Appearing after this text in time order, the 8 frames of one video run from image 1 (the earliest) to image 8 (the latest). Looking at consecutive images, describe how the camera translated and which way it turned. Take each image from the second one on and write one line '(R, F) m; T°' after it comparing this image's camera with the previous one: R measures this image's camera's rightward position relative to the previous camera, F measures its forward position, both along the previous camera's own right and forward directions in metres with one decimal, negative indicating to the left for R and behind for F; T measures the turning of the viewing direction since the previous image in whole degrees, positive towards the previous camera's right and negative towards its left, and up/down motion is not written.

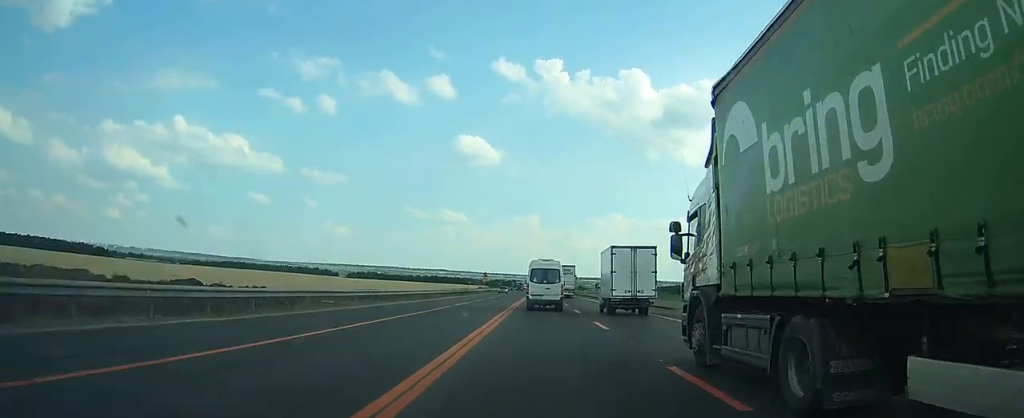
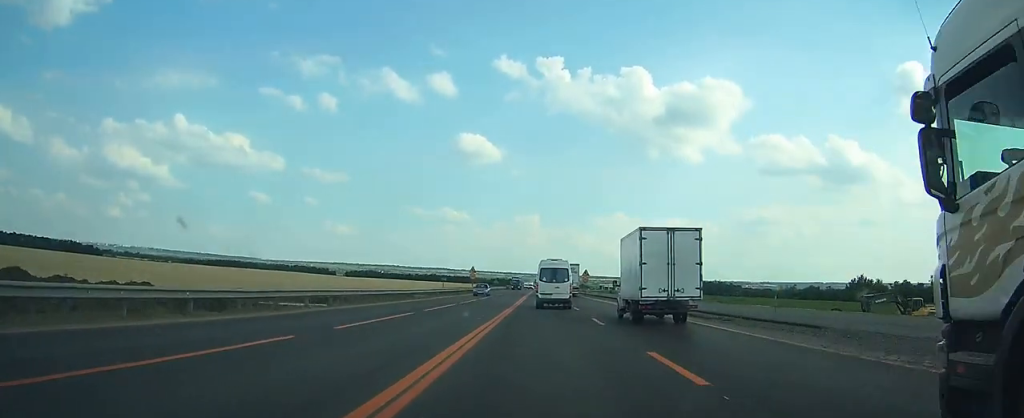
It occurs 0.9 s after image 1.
(-0.1, +21.8) m; 0°
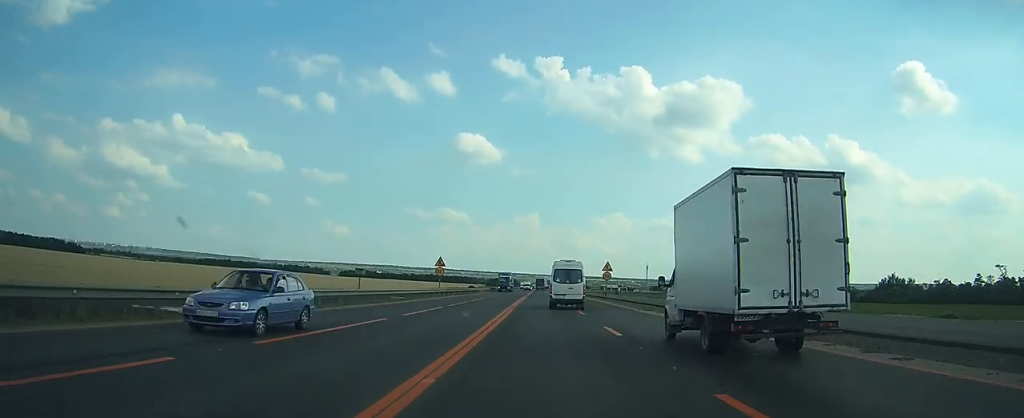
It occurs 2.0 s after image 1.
(0.0, +28.0) m; 0°
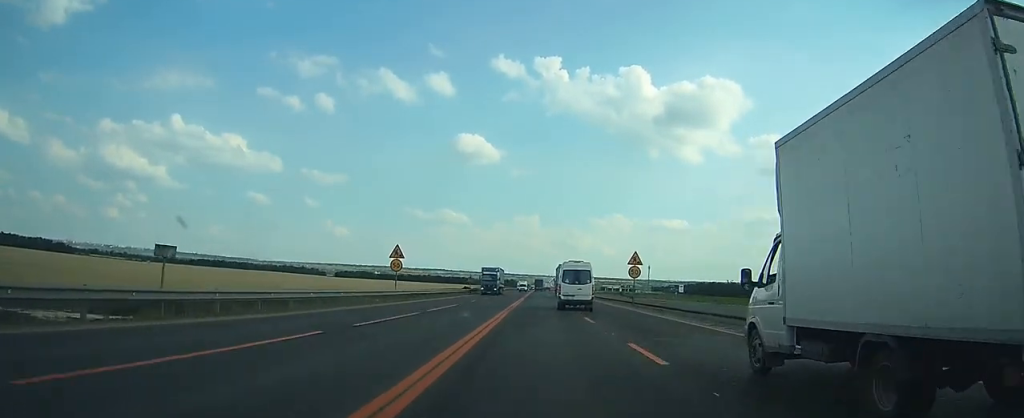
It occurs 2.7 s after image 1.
(0.0, +17.5) m; 0°
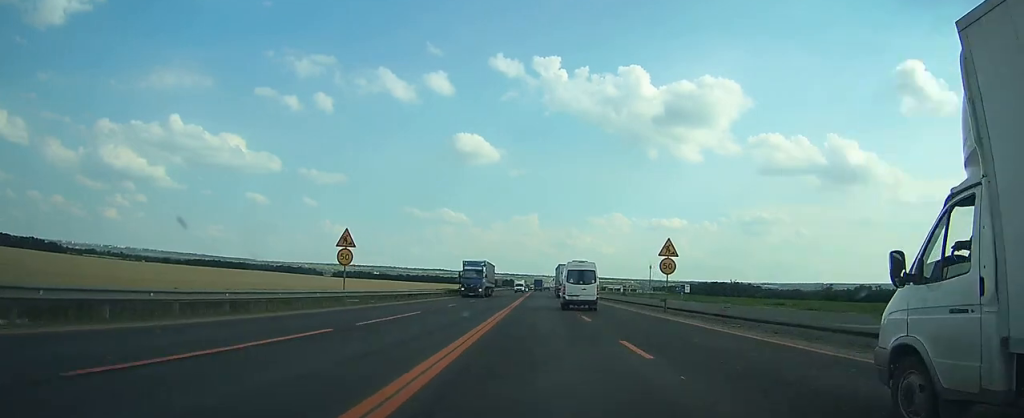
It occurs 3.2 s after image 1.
(0.0, +10.9) m; 0°
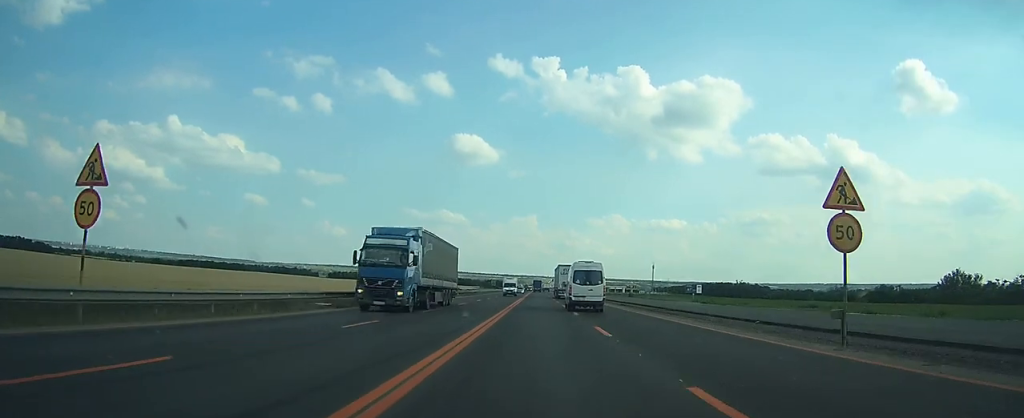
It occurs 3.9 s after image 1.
(0.0, +18.6) m; 0°
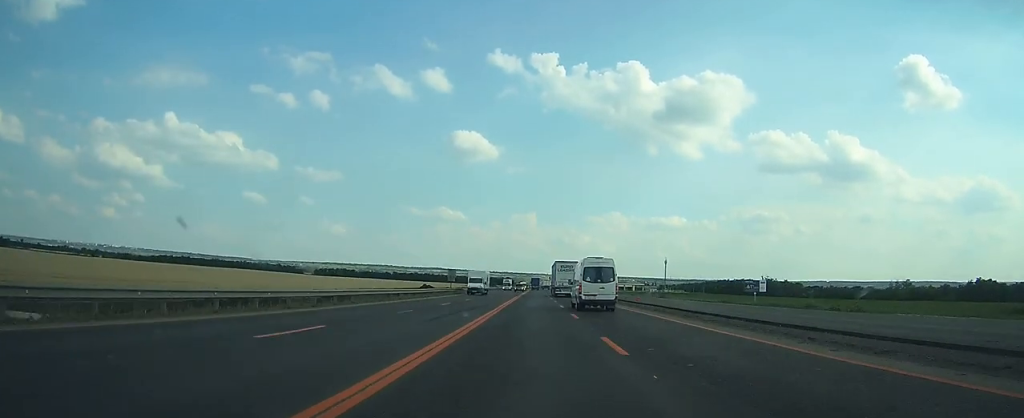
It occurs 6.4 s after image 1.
(+0.1, +65.3) m; 0°
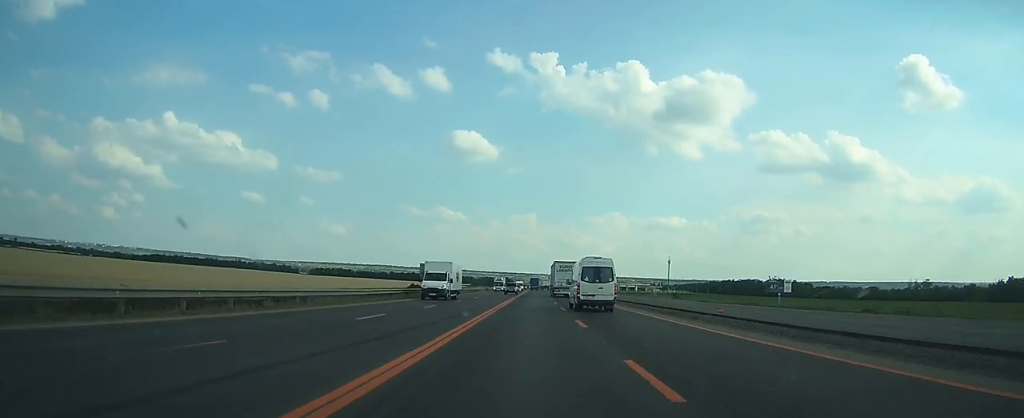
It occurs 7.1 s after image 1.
(0.0, +17.2) m; 0°
